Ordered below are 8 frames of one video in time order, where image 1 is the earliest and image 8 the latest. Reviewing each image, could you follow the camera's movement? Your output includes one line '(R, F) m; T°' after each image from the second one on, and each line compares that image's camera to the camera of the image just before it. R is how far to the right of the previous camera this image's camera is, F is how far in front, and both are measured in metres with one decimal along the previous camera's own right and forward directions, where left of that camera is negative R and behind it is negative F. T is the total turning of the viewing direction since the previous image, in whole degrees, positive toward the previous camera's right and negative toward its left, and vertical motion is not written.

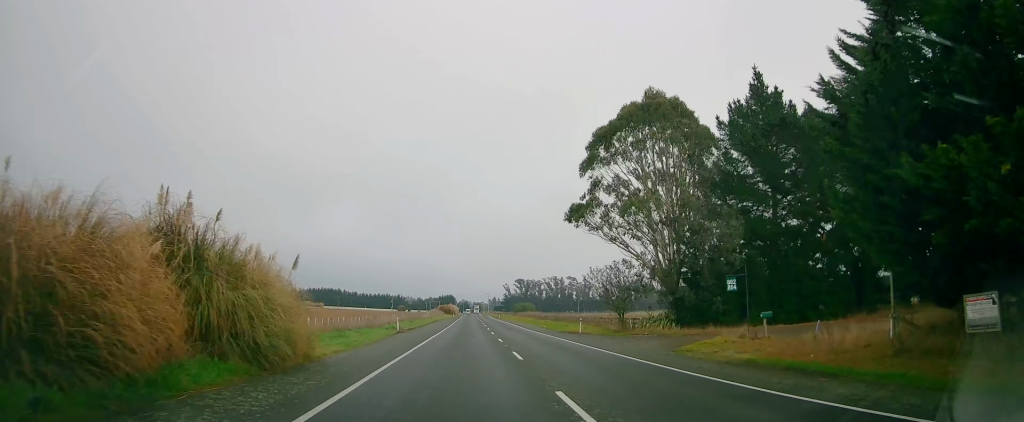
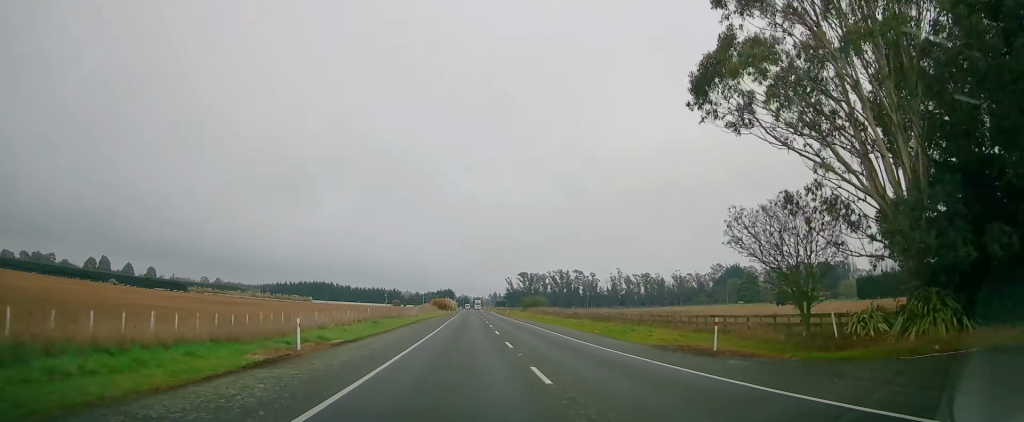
(0.0, +25.4) m; +1°
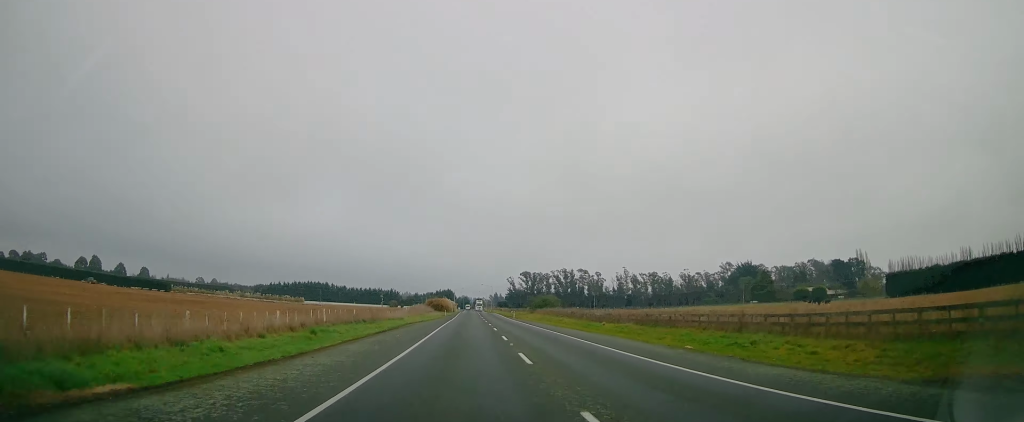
(+0.2, +15.9) m; +1°
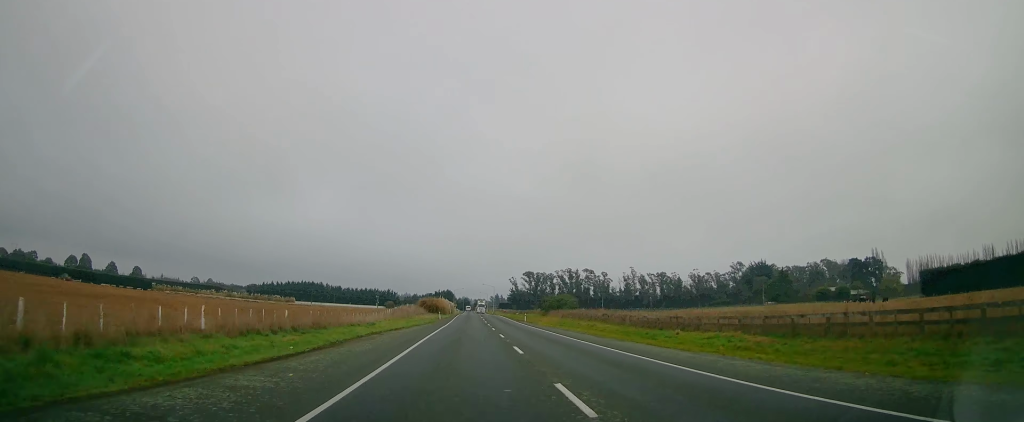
(+0.2, +16.8) m; +1°
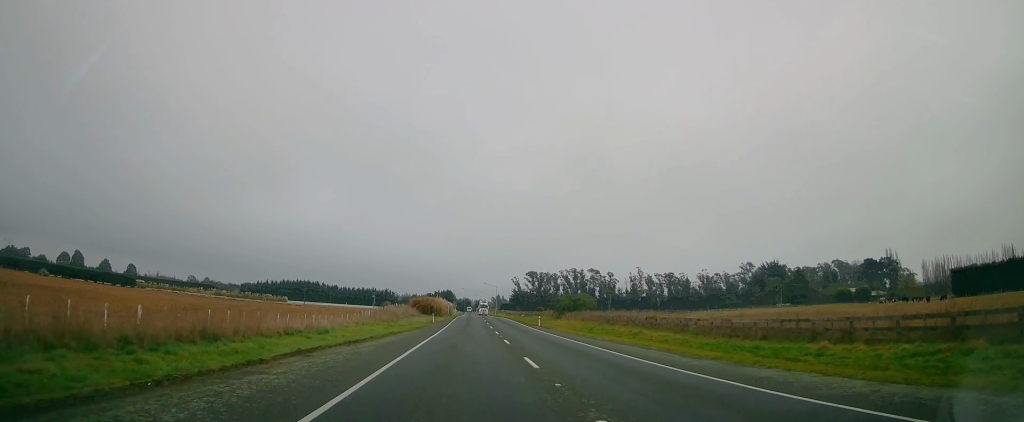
(0.0, +13.4) m; 0°
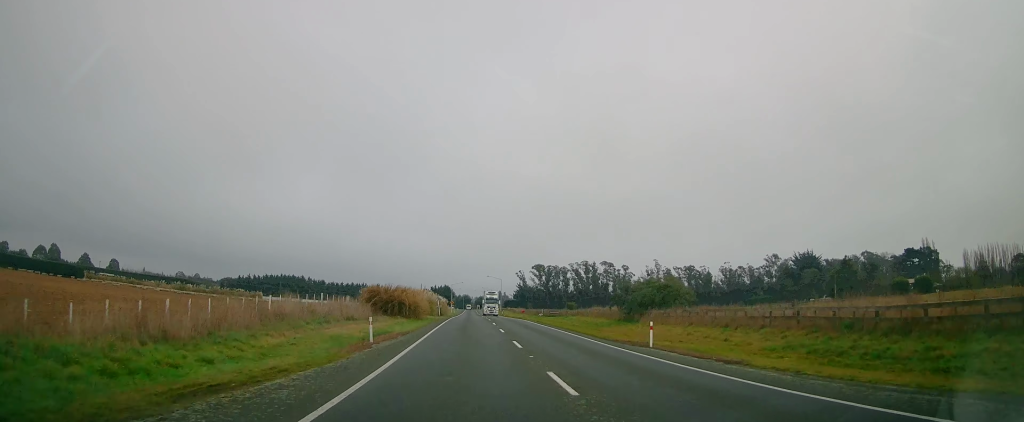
(0.0, +35.1) m; -1°
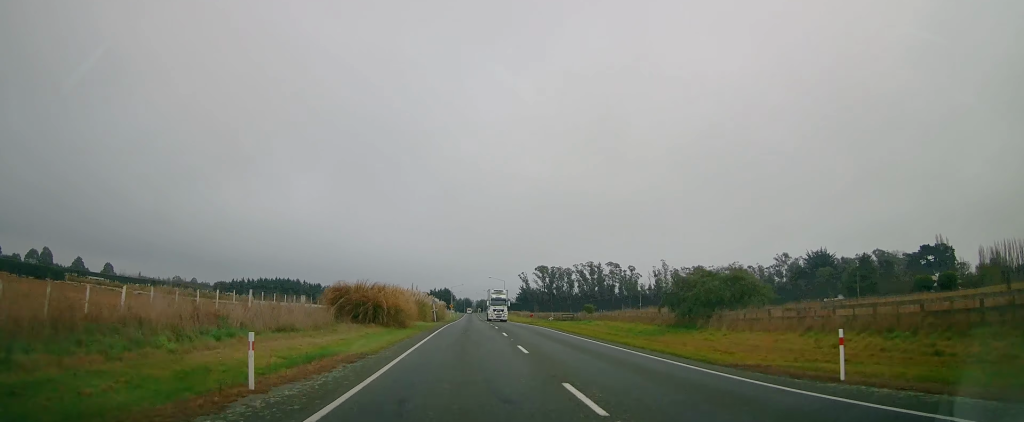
(-0.1, +11.6) m; 0°
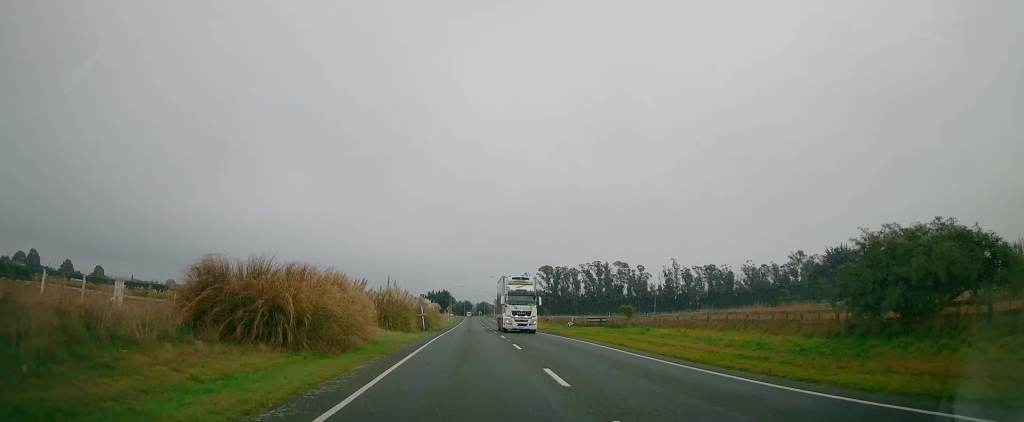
(-0.3, +17.0) m; 0°
